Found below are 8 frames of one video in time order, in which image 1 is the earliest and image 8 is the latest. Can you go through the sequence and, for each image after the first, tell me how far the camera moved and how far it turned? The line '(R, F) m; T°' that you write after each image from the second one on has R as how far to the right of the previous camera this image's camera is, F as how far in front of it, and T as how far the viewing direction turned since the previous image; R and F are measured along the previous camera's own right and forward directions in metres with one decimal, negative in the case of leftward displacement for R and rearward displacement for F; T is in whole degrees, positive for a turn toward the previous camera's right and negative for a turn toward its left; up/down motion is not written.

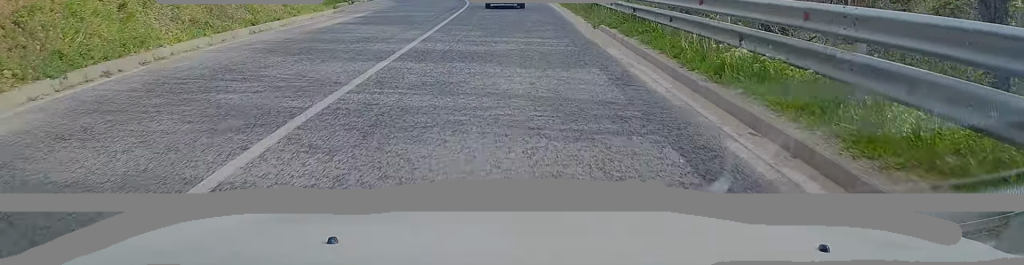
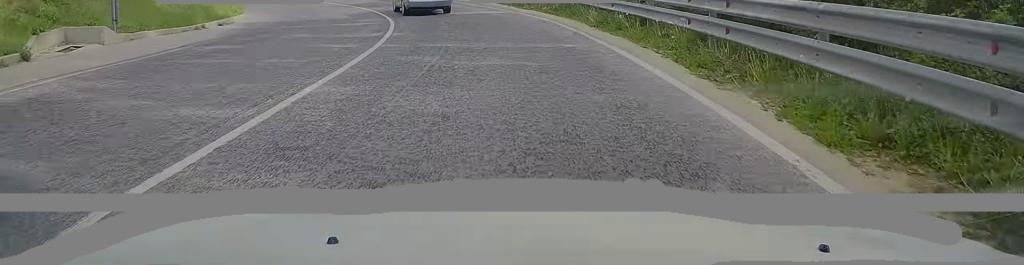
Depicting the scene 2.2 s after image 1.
(-0.4, +30.5) m; -3°
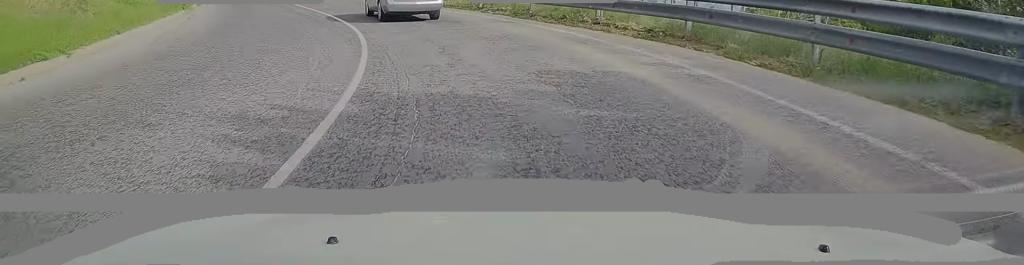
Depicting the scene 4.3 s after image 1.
(-4.4, +27.4) m; -21°
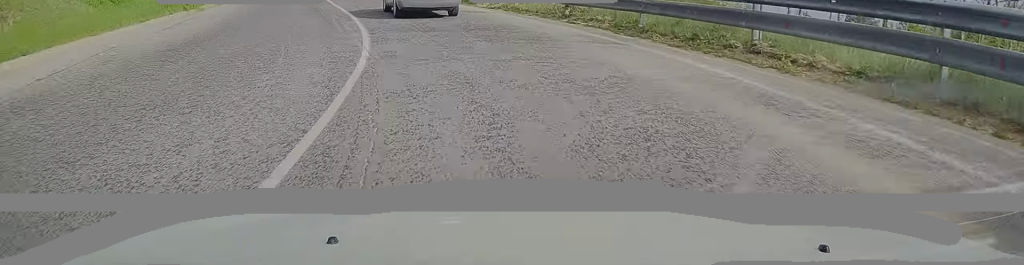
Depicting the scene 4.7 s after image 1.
(-0.2, +6.5) m; -6°
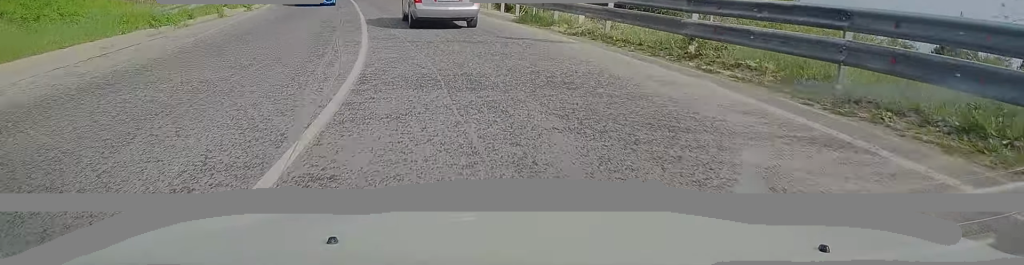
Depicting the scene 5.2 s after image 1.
(-0.3, +6.4) m; -6°
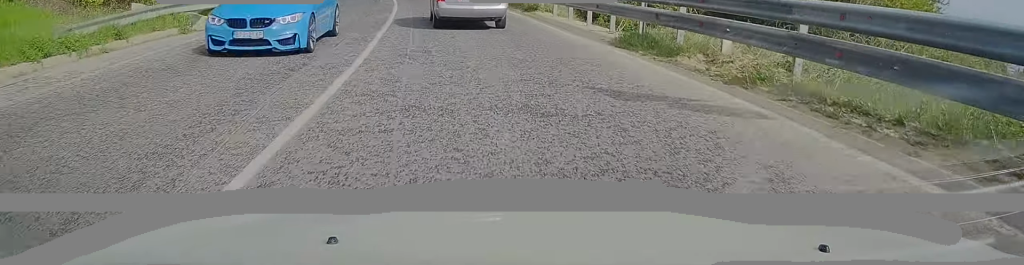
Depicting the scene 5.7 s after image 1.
(-0.8, +7.4) m; -6°
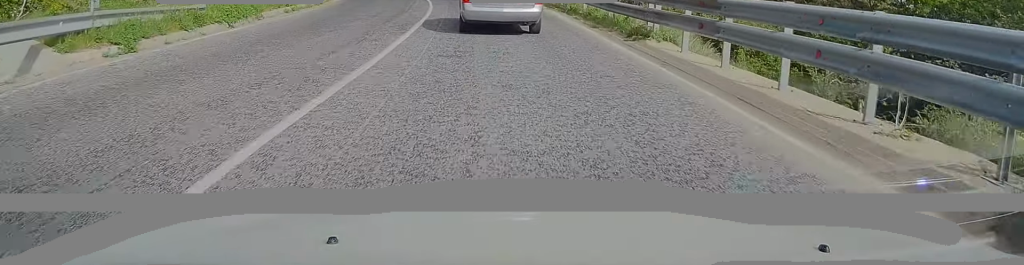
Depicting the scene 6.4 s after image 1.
(-0.7, +9.7) m; -6°
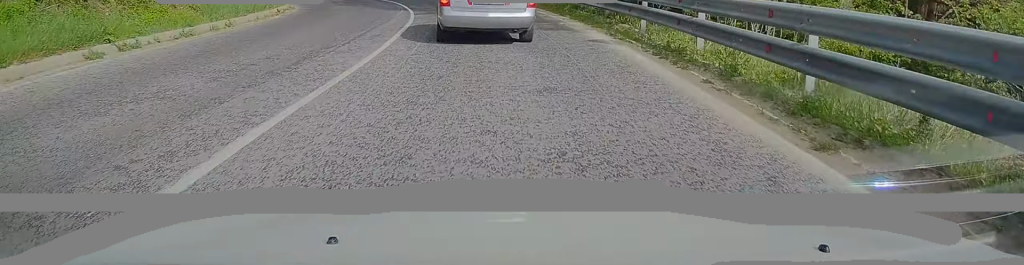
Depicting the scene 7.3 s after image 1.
(-0.6, +11.8) m; -6°
